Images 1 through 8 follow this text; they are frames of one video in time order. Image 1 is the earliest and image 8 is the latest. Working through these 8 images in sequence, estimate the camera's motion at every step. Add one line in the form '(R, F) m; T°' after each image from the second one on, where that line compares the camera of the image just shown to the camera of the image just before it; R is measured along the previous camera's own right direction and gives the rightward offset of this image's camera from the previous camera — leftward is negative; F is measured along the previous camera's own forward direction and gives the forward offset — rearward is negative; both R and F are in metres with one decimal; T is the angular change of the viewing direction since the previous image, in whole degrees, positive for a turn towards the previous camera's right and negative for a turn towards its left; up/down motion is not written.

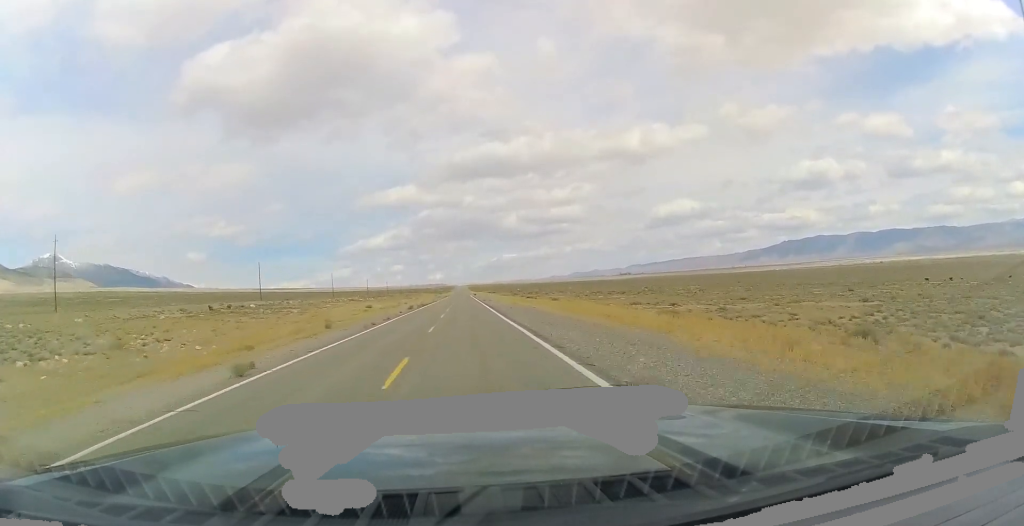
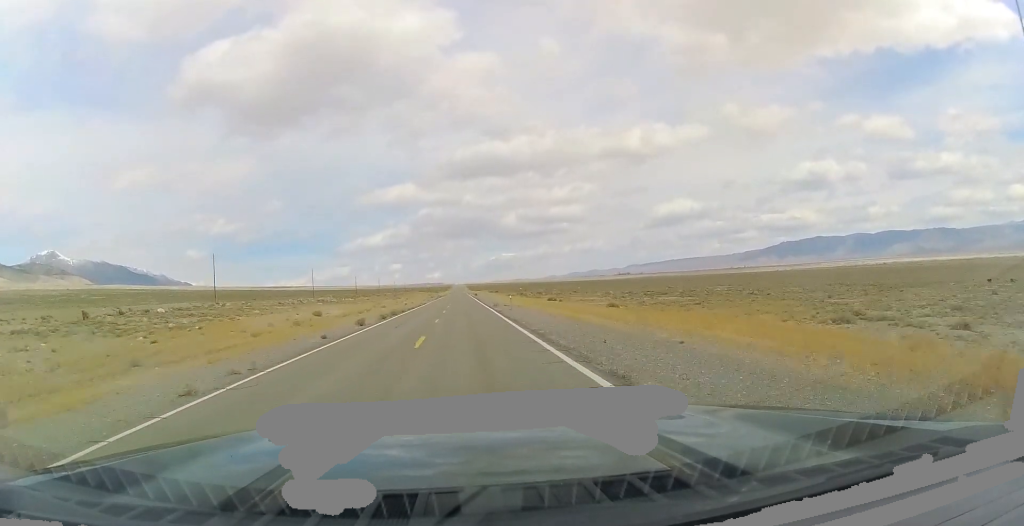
(-0.3, +30.6) m; 0°
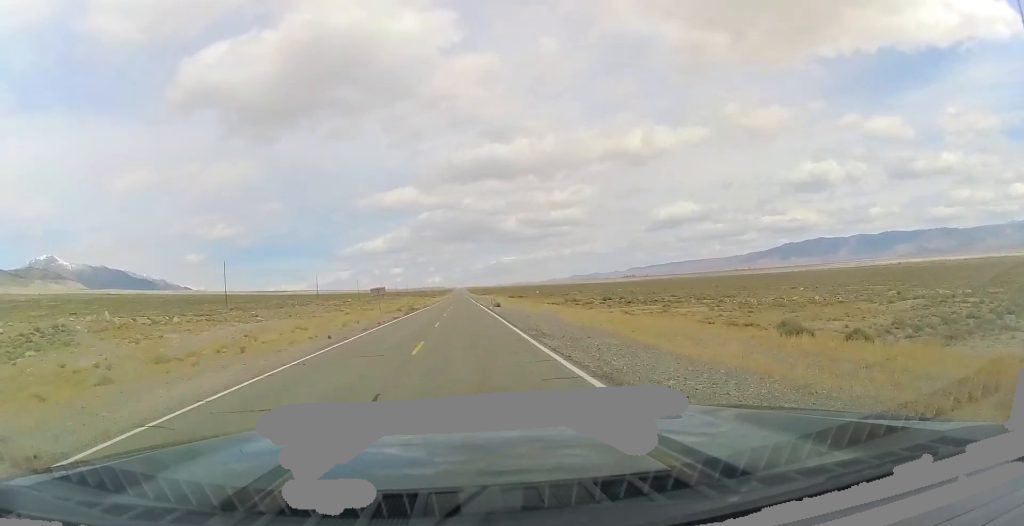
(+1.8, +87.6) m; +2°
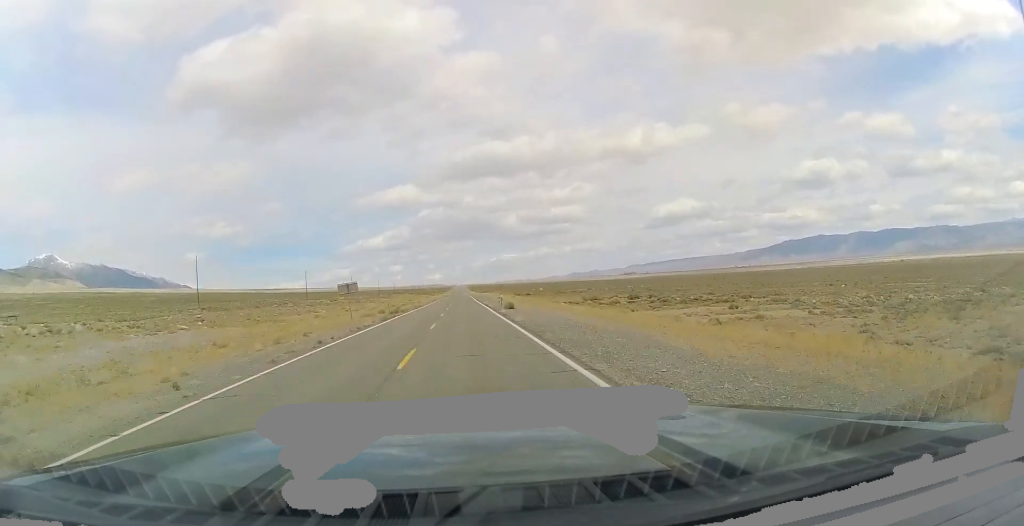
(0.0, +15.7) m; 0°
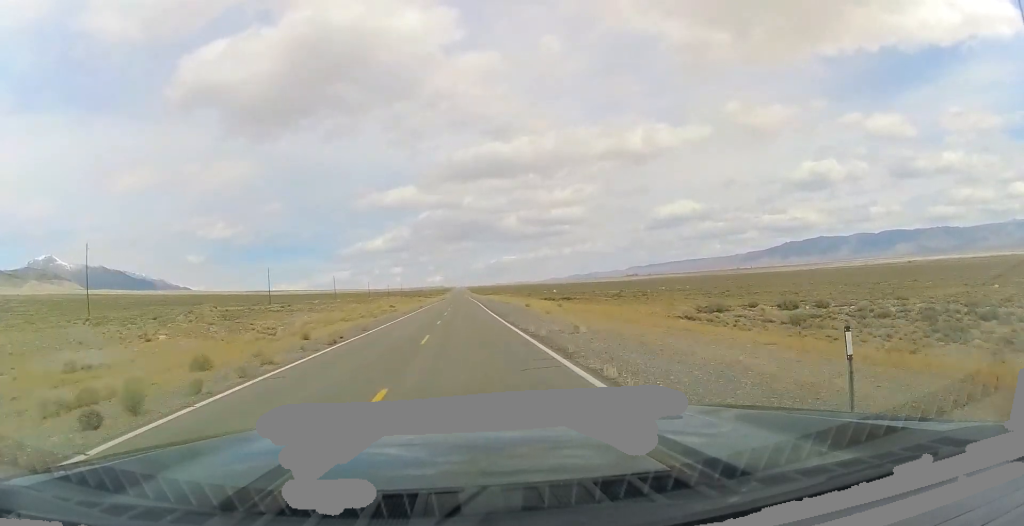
(+0.1, +42.3) m; -1°
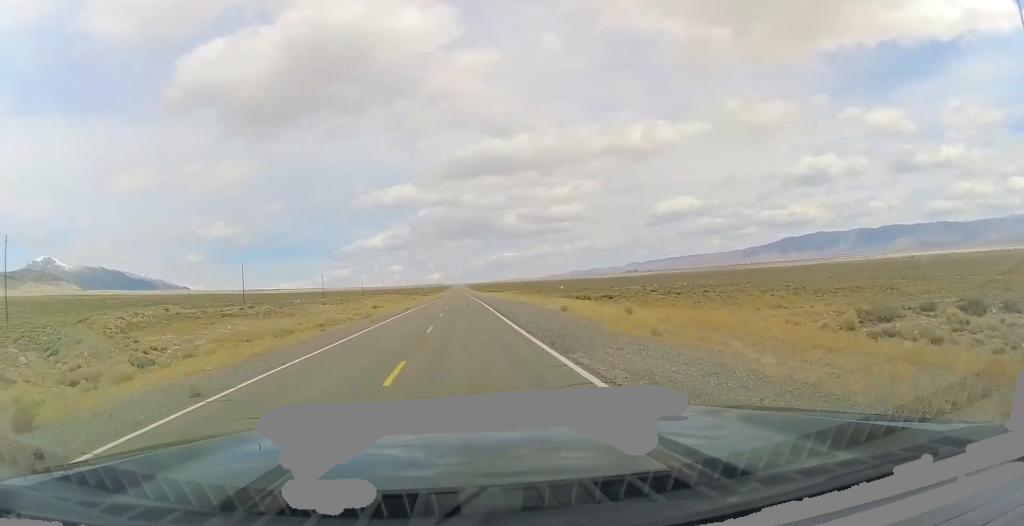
(-0.3, +20.4) m; -1°
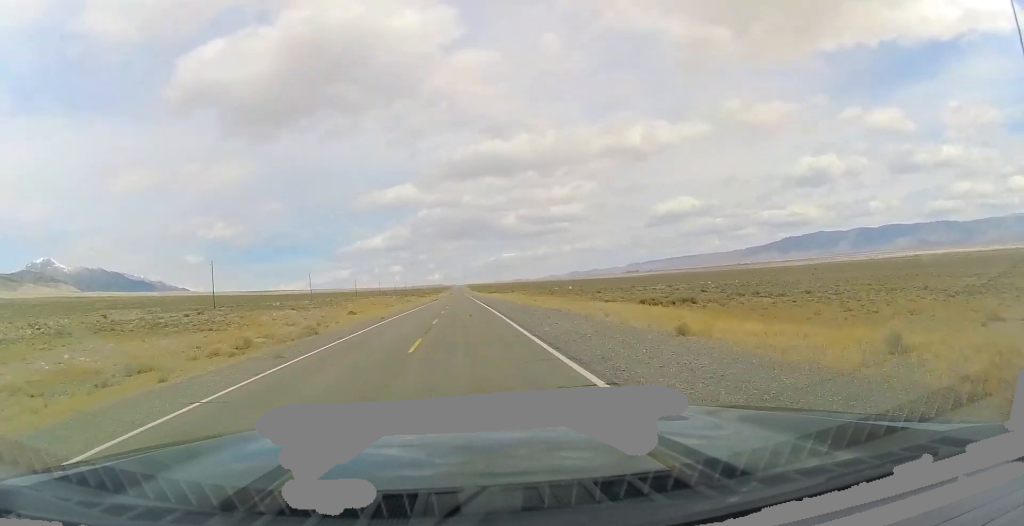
(-0.1, +19.3) m; 0°
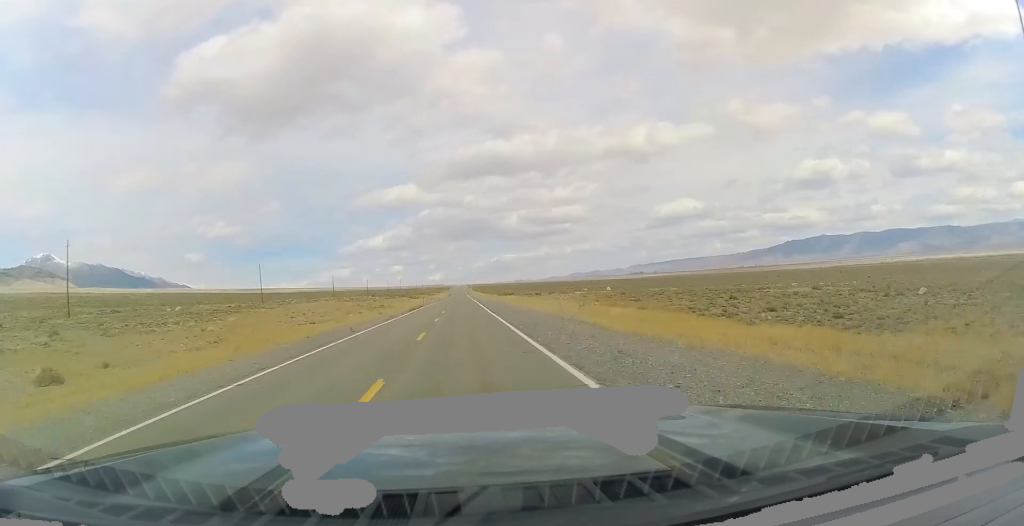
(+0.2, +56.5) m; 0°
